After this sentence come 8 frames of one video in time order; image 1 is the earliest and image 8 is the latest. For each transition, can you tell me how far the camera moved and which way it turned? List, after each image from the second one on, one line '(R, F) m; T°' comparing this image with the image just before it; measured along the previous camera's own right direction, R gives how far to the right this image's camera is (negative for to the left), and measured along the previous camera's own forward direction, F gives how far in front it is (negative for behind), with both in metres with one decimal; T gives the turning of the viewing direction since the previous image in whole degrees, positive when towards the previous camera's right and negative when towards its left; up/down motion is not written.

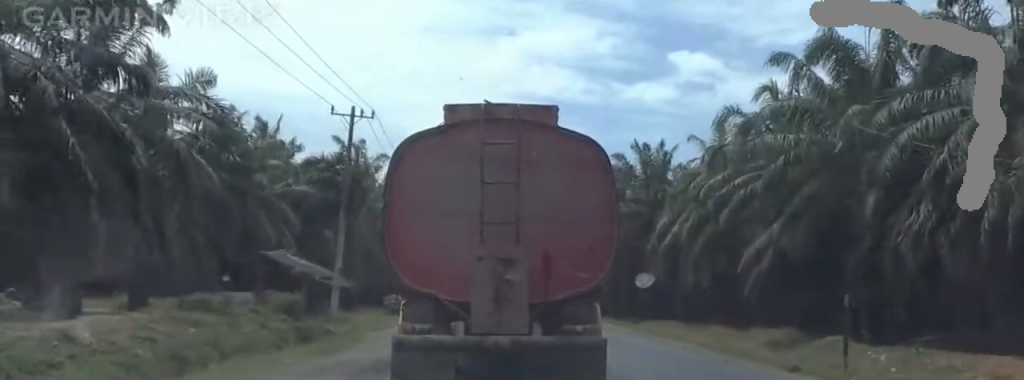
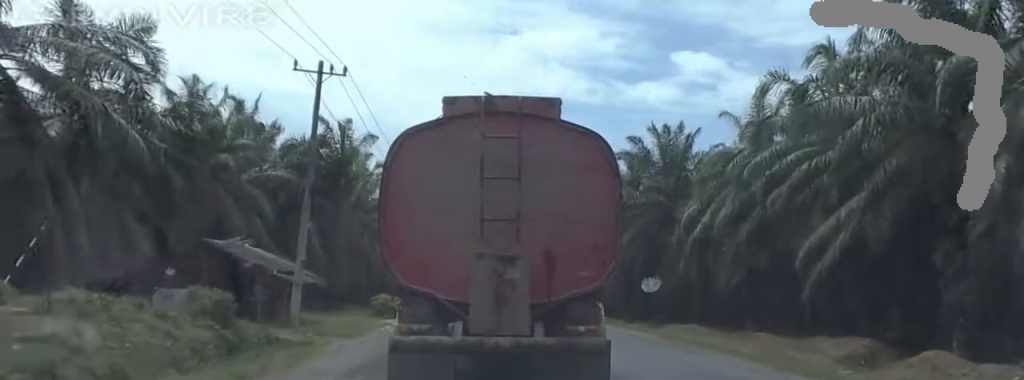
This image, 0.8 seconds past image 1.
(+0.2, +8.0) m; +1°
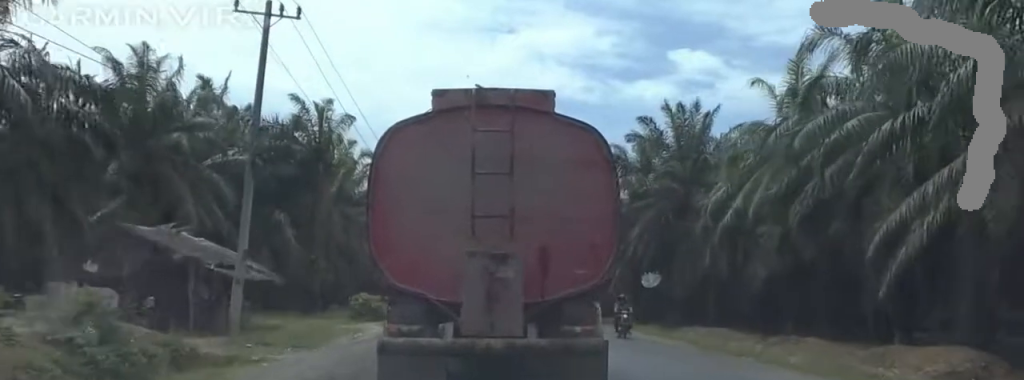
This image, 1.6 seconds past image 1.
(0.0, +6.7) m; 0°
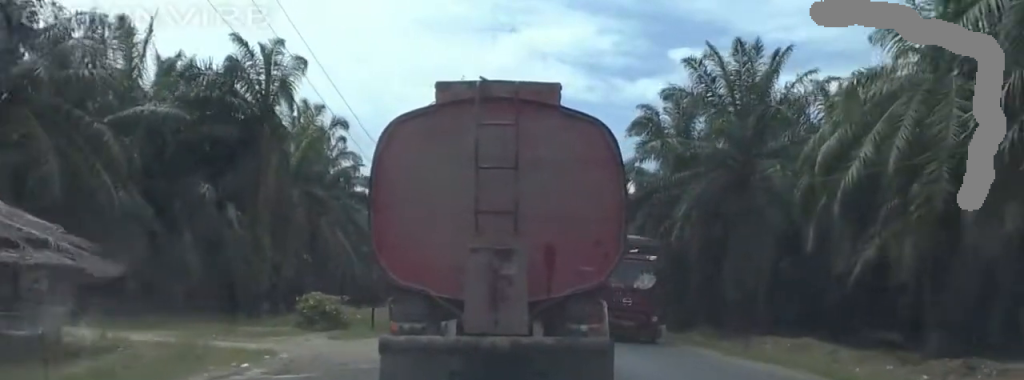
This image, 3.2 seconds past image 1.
(0.0, +14.0) m; 0°
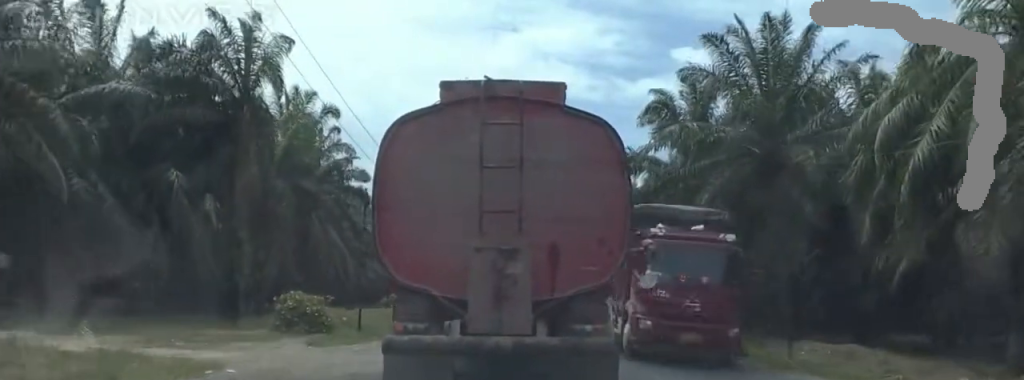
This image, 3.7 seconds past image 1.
(0.0, +4.2) m; -2°
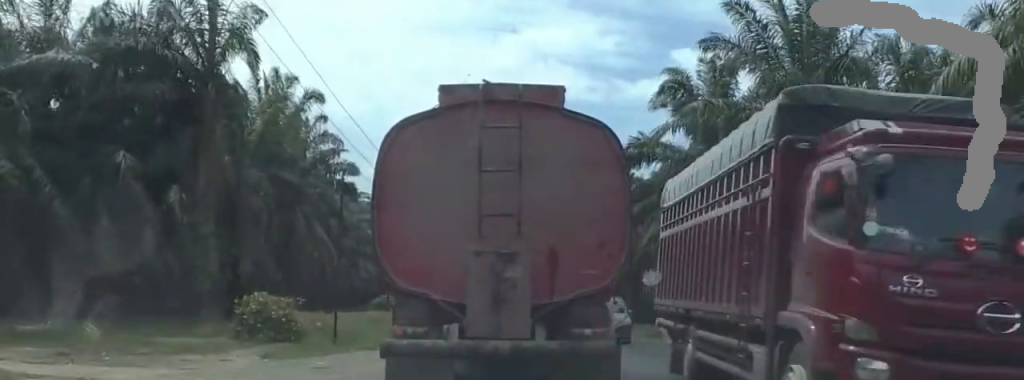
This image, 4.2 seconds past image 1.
(+0.2, +4.9) m; -3°
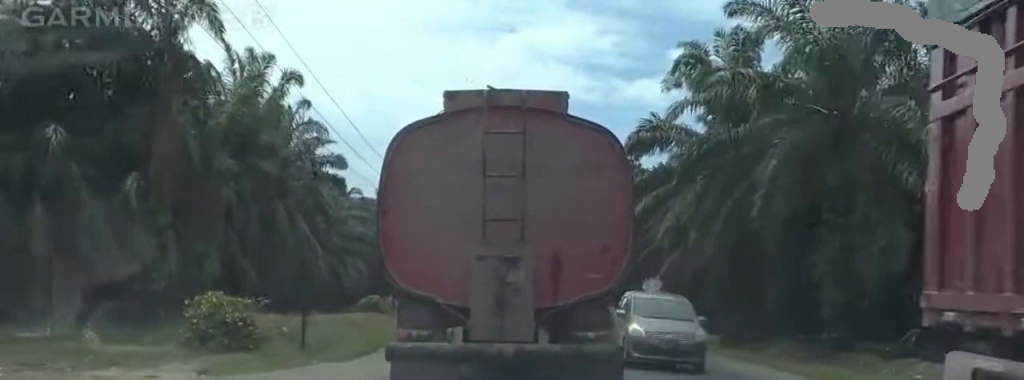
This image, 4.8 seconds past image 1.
(-0.4, +4.6) m; 0°
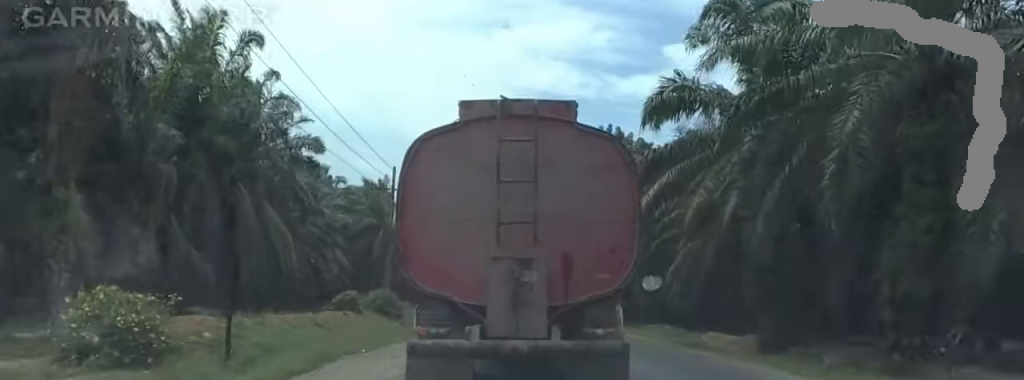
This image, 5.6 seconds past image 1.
(-0.1, +7.2) m; +1°
